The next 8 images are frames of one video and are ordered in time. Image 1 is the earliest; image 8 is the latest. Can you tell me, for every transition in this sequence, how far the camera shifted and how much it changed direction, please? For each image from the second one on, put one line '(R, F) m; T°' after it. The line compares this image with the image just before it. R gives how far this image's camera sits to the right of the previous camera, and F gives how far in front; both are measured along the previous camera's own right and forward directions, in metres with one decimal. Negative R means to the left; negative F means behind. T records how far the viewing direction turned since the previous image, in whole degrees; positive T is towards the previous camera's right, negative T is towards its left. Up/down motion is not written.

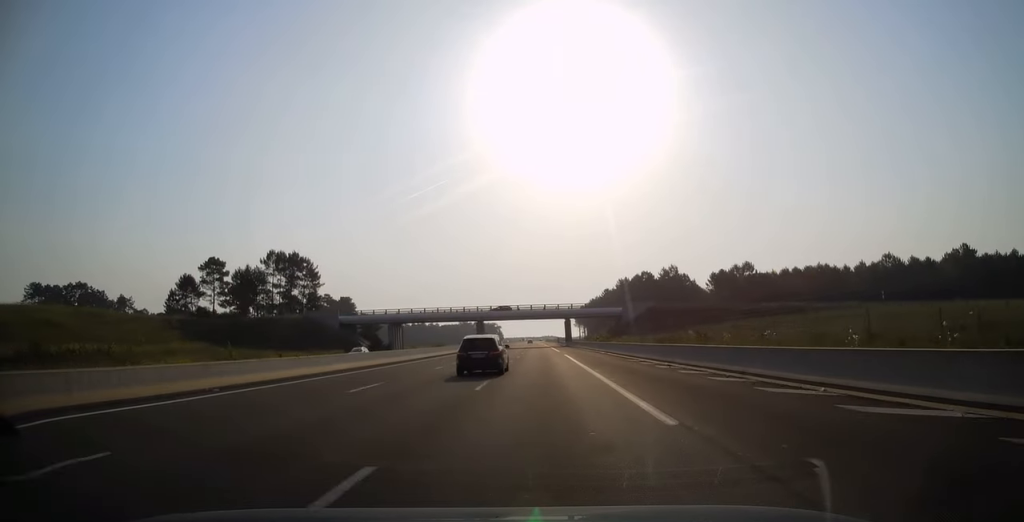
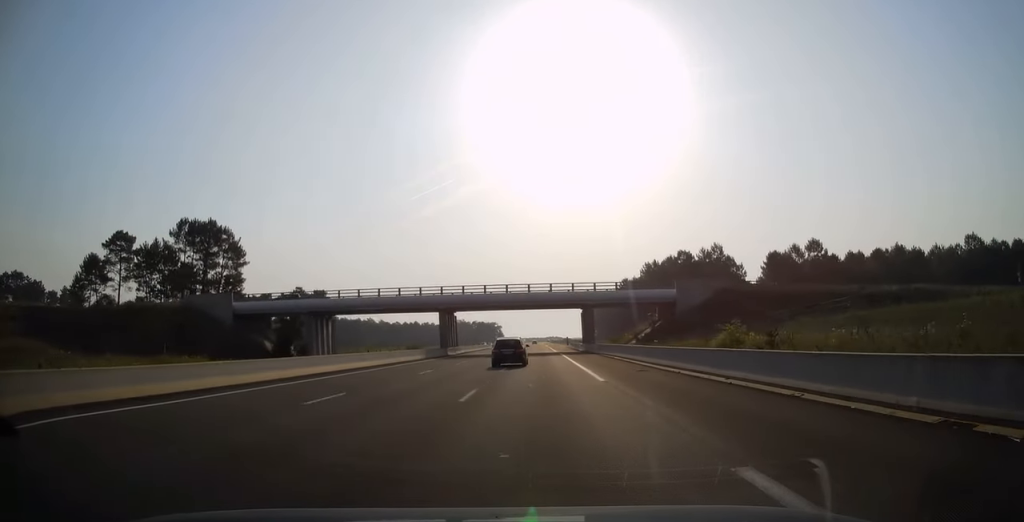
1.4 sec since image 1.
(+0.4, +42.1) m; +1°
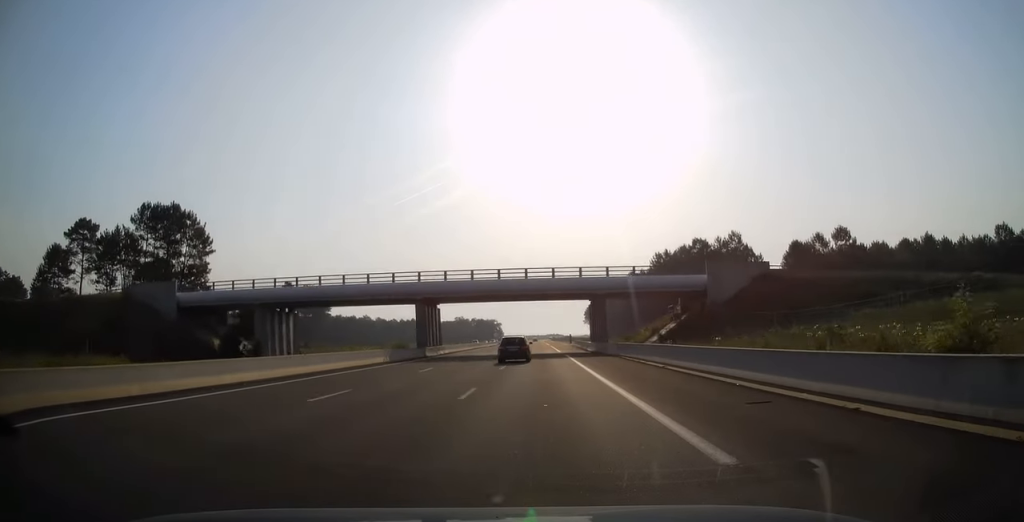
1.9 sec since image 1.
(+0.2, +12.8) m; 0°
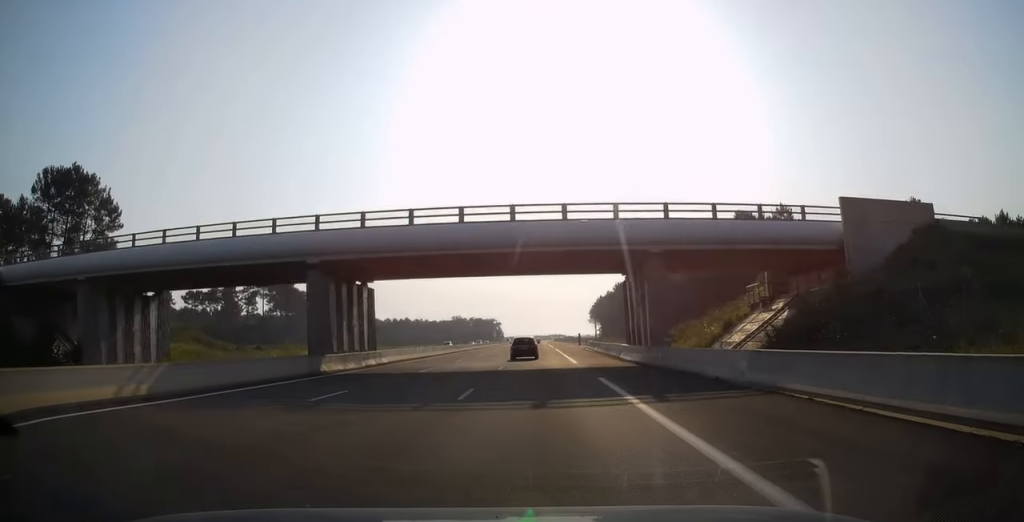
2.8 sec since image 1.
(-0.4, +26.0) m; -1°
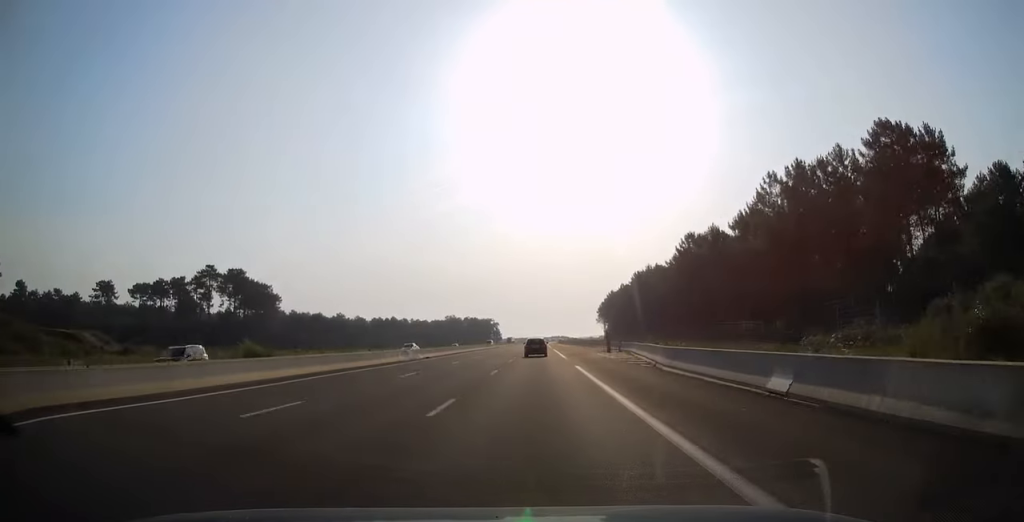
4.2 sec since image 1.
(-0.1, +42.1) m; 0°
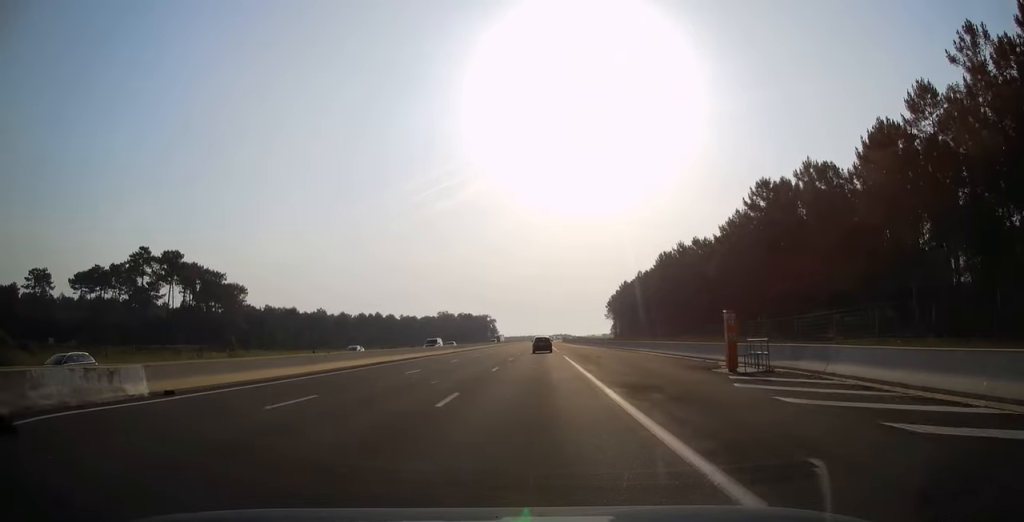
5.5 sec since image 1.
(0.0, +37.9) m; 0°
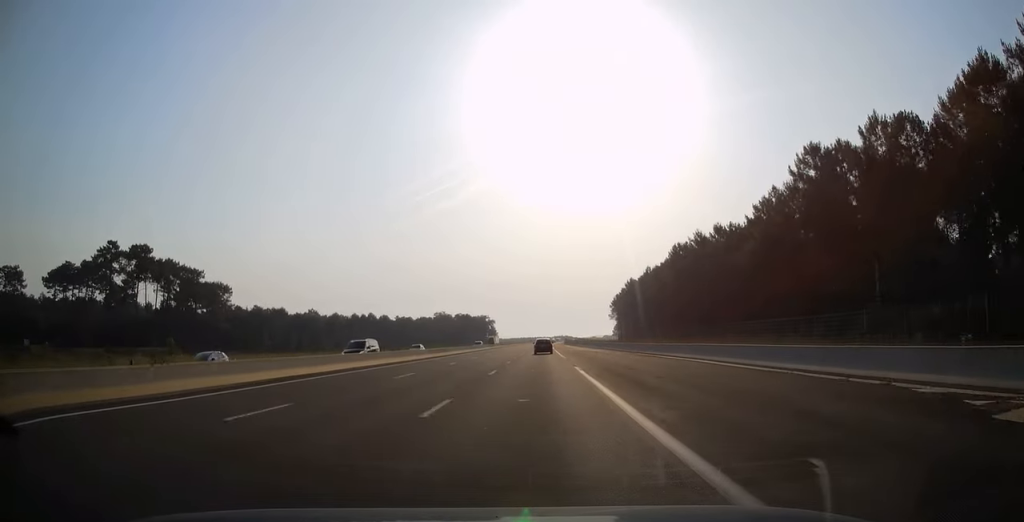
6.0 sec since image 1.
(0.0, +14.7) m; 0°
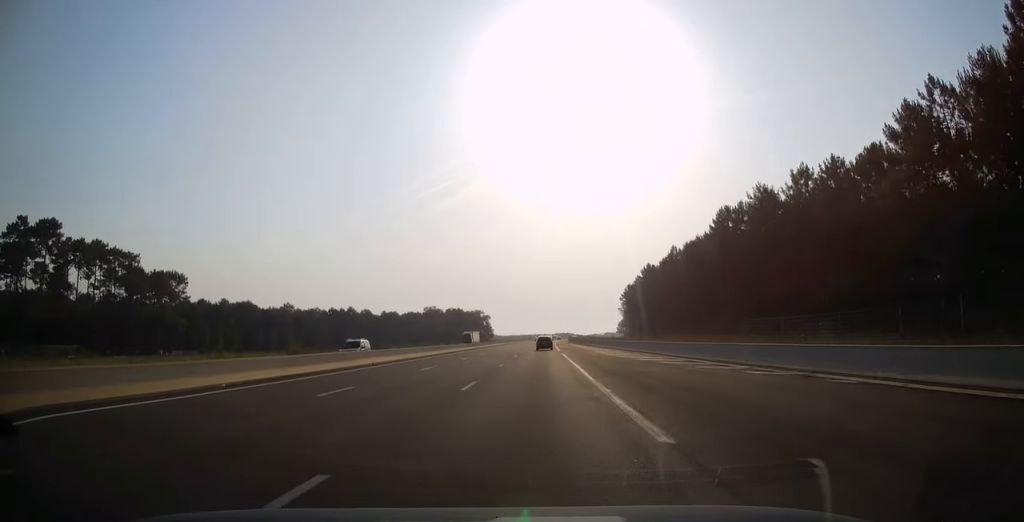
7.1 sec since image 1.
(-0.2, +34.3) m; -1°
